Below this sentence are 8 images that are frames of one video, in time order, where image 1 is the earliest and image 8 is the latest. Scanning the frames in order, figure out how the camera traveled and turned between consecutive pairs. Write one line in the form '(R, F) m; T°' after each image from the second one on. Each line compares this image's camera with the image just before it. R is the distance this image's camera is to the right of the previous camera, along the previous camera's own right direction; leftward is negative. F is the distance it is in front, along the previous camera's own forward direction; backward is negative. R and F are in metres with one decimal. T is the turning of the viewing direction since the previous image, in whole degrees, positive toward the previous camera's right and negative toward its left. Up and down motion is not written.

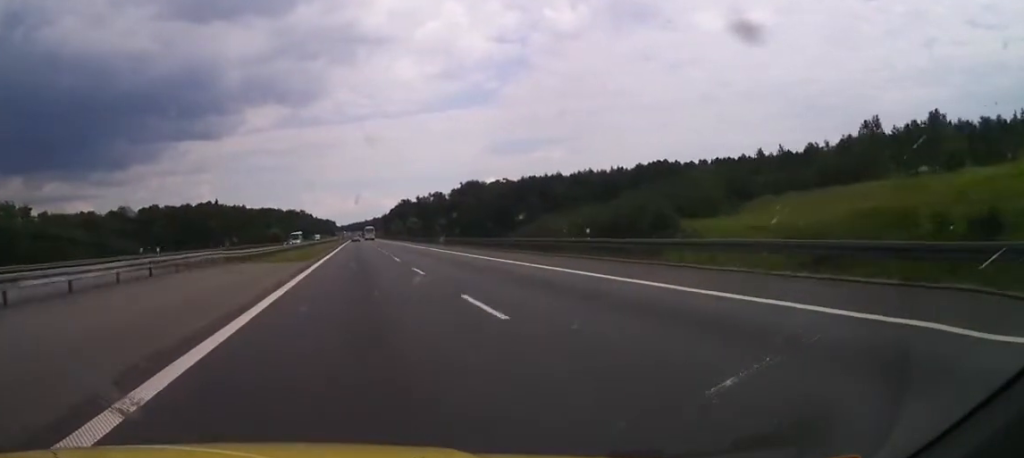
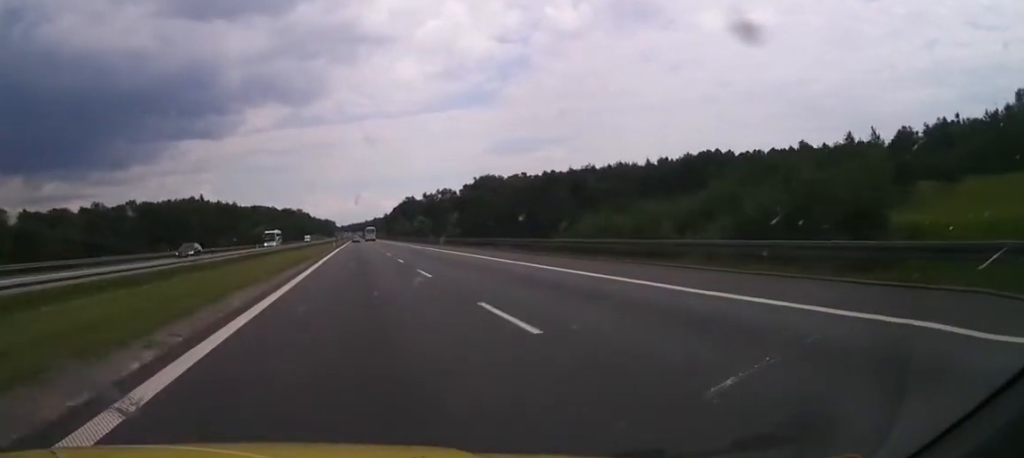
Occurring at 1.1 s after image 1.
(+0.1, +37.2) m; 0°
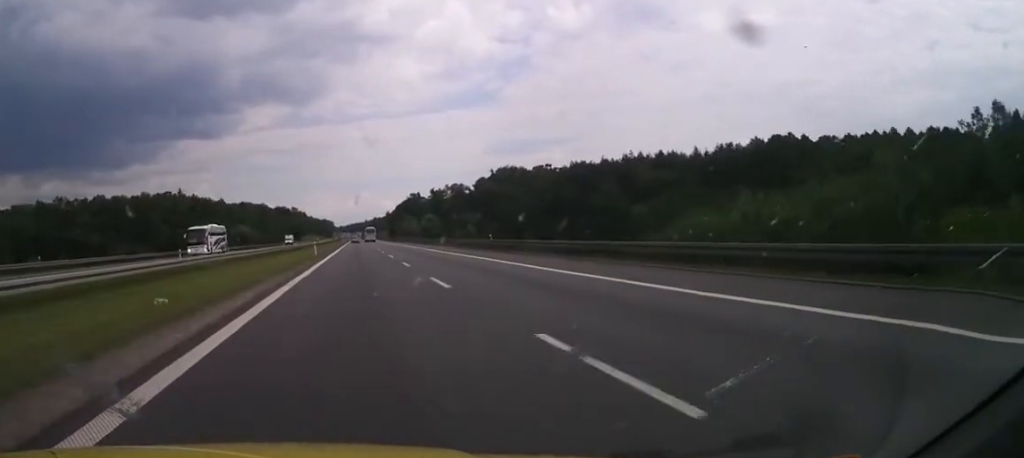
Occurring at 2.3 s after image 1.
(+0.3, +39.4) m; 0°
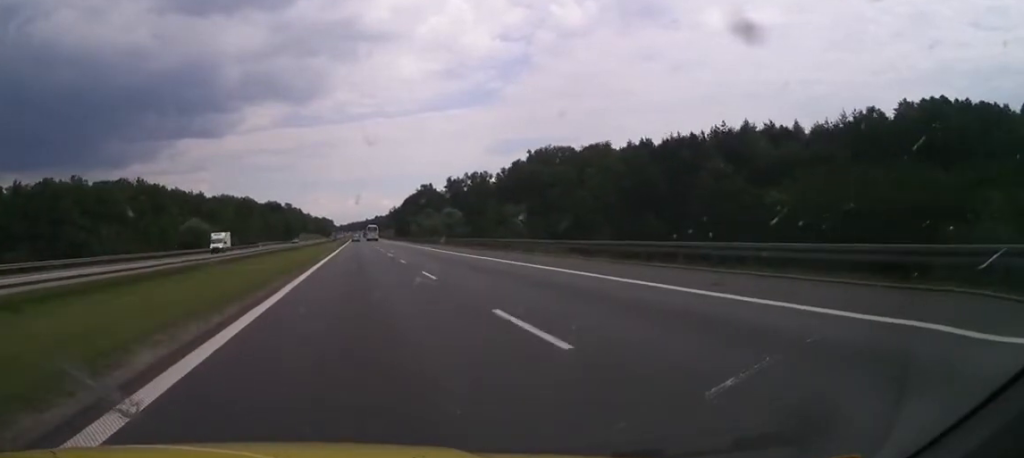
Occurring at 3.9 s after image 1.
(-0.2, +56.2) m; 0°
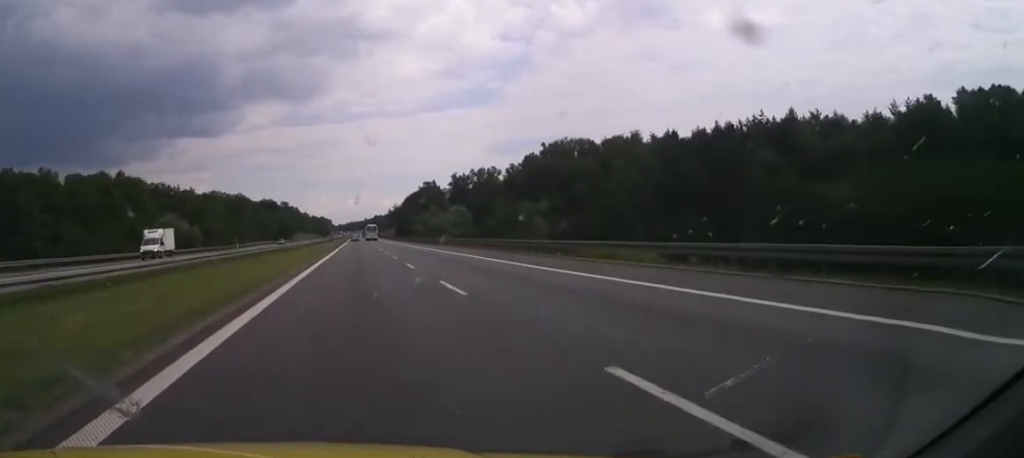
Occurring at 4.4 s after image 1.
(+0.3, +16.9) m; 0°
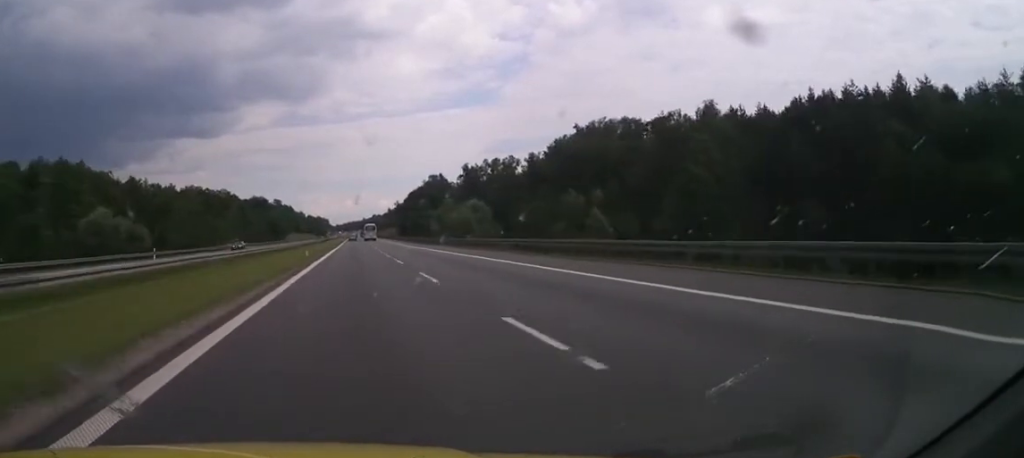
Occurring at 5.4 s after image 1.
(-0.1, +31.4) m; 0°
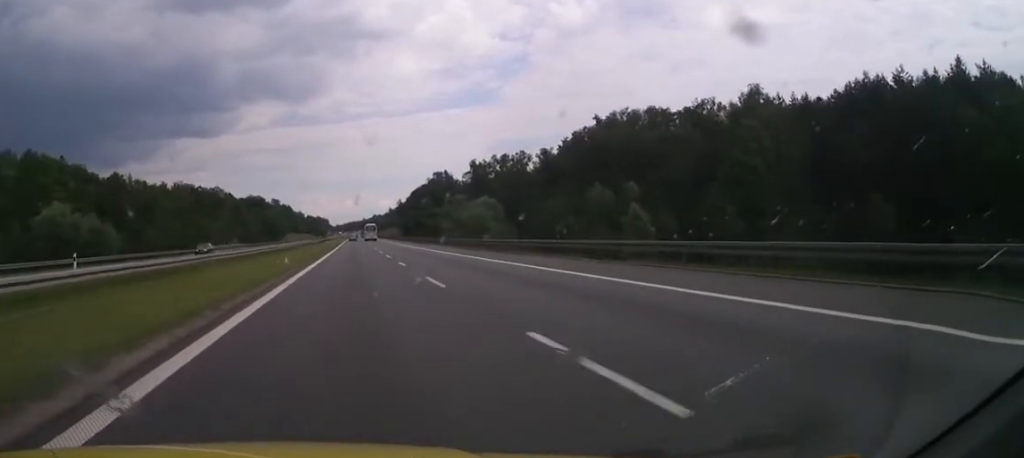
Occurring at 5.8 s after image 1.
(-0.1, +13.5) m; 0°
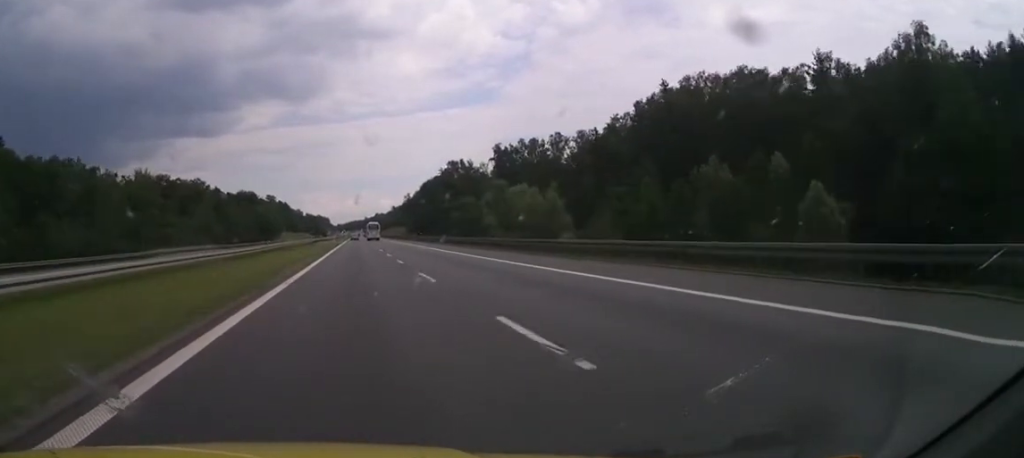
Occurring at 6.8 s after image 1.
(+0.1, +33.8) m; 0°
